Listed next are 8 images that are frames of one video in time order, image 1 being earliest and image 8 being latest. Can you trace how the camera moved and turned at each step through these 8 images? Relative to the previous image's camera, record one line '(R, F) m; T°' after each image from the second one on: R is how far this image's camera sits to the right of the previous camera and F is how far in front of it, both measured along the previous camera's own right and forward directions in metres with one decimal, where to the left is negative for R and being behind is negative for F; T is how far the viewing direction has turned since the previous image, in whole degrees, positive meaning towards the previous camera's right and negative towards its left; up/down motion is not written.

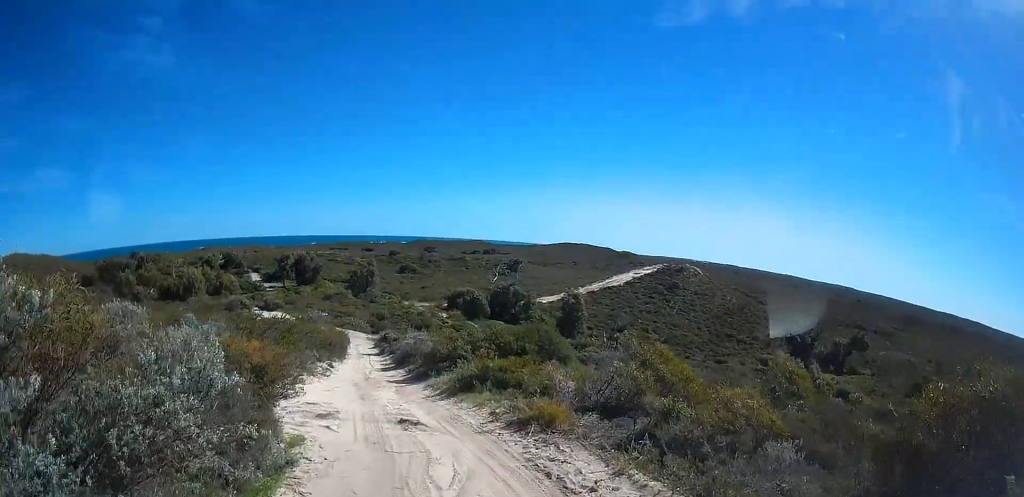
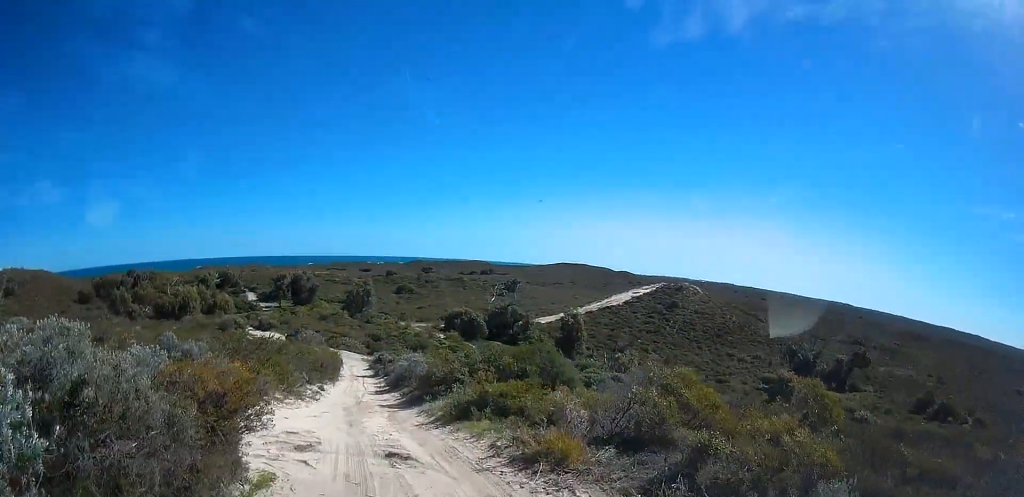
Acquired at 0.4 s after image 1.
(+0.1, +1.3) m; -4°
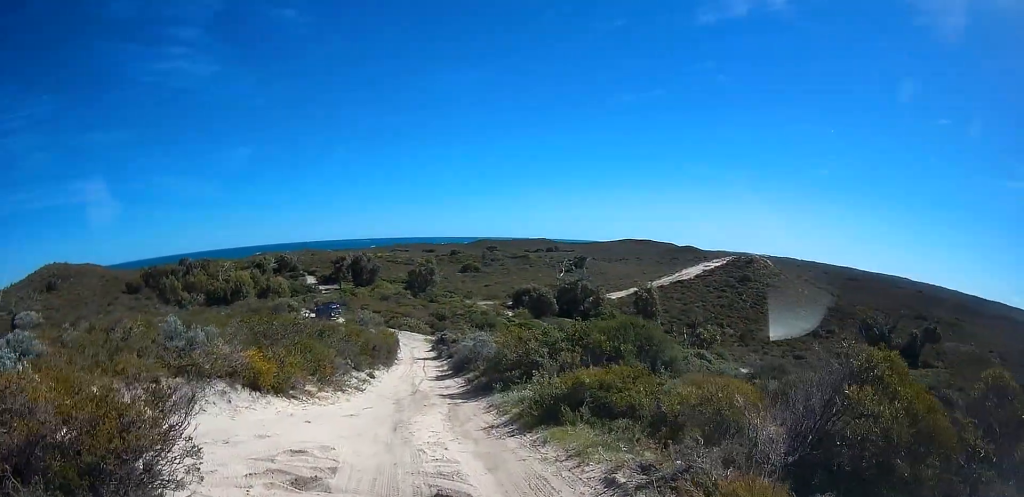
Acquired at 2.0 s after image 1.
(-0.1, +3.5) m; +3°
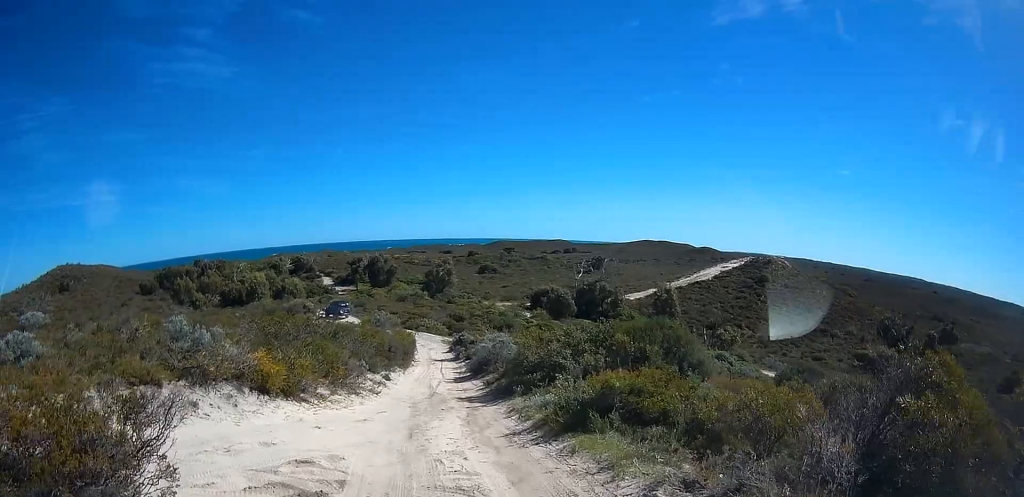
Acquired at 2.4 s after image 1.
(+0.3, +0.5) m; 0°
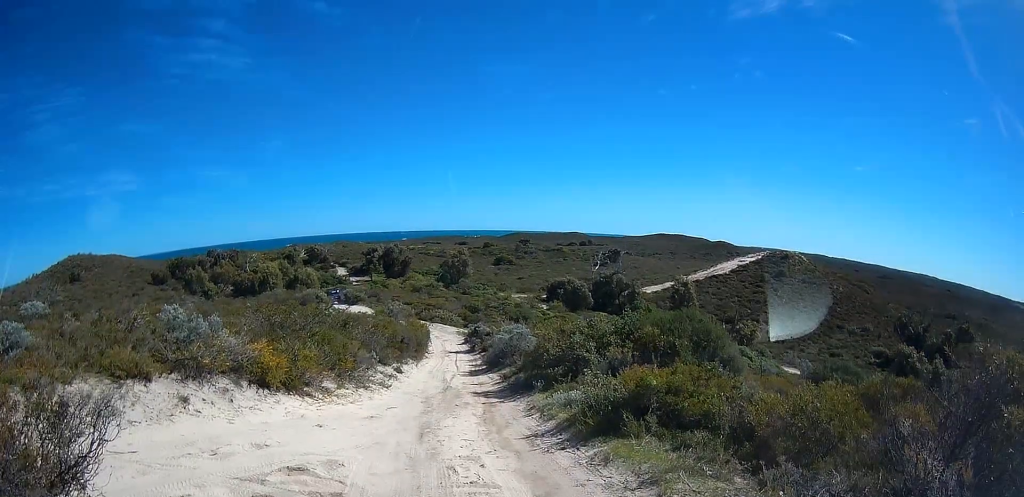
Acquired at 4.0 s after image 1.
(-0.3, +1.3) m; 0°
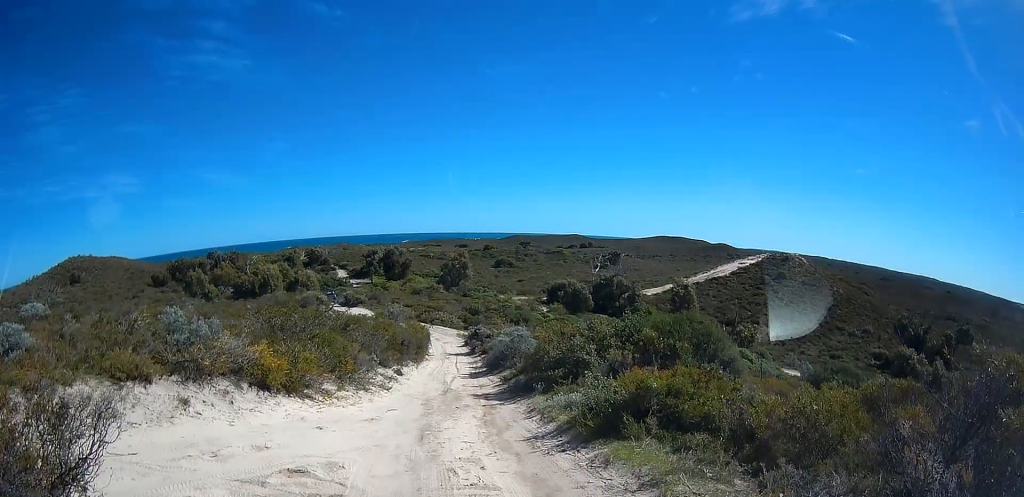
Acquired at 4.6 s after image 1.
(0.0, +0.2) m; 0°
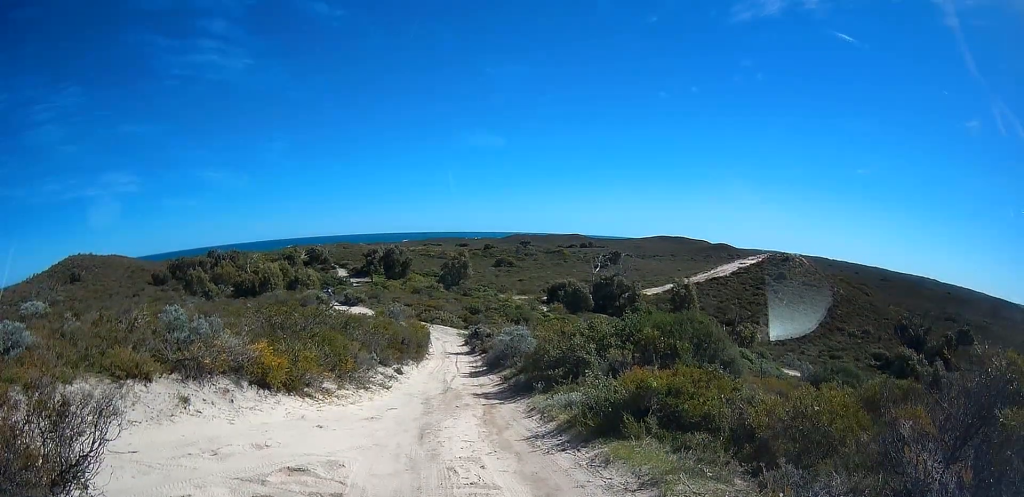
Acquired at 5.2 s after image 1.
(0.0, +0.1) m; 0°
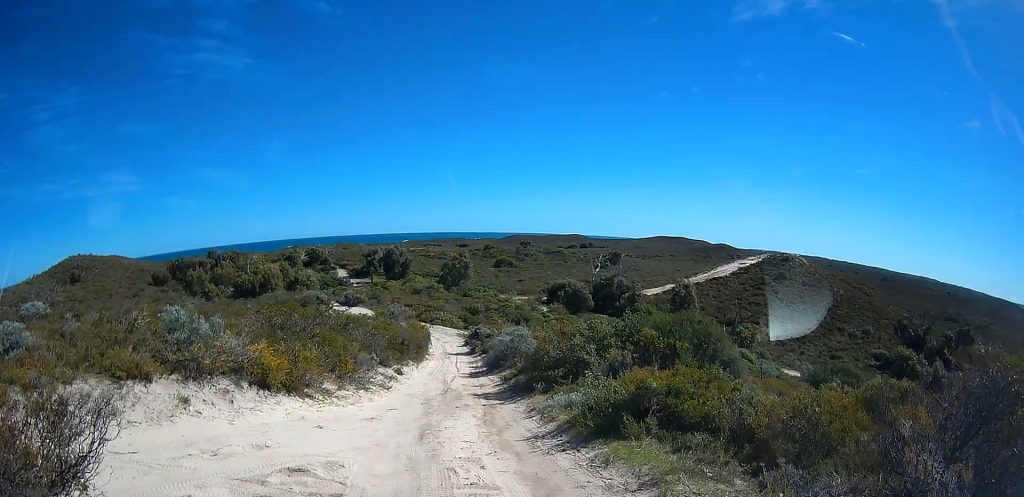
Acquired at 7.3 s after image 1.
(0.0, +0.3) m; 0°
